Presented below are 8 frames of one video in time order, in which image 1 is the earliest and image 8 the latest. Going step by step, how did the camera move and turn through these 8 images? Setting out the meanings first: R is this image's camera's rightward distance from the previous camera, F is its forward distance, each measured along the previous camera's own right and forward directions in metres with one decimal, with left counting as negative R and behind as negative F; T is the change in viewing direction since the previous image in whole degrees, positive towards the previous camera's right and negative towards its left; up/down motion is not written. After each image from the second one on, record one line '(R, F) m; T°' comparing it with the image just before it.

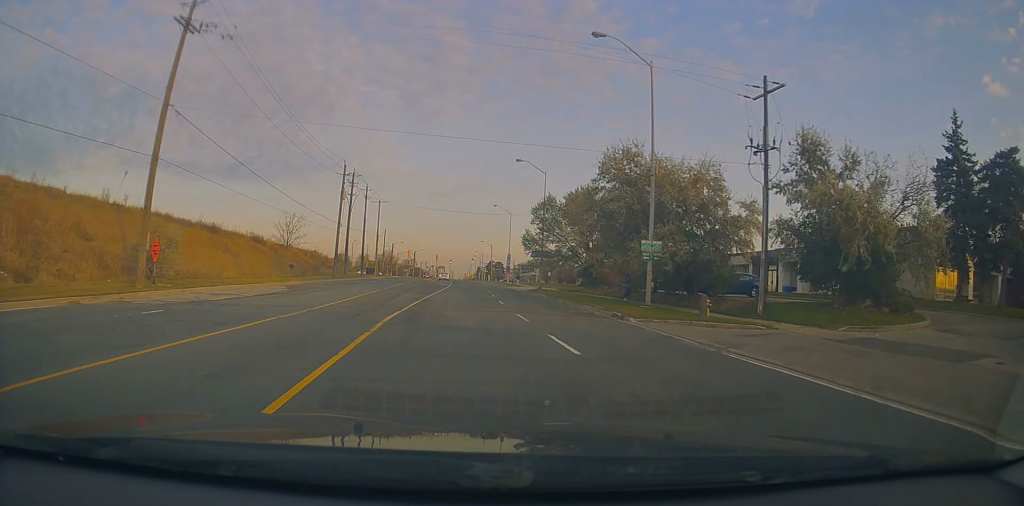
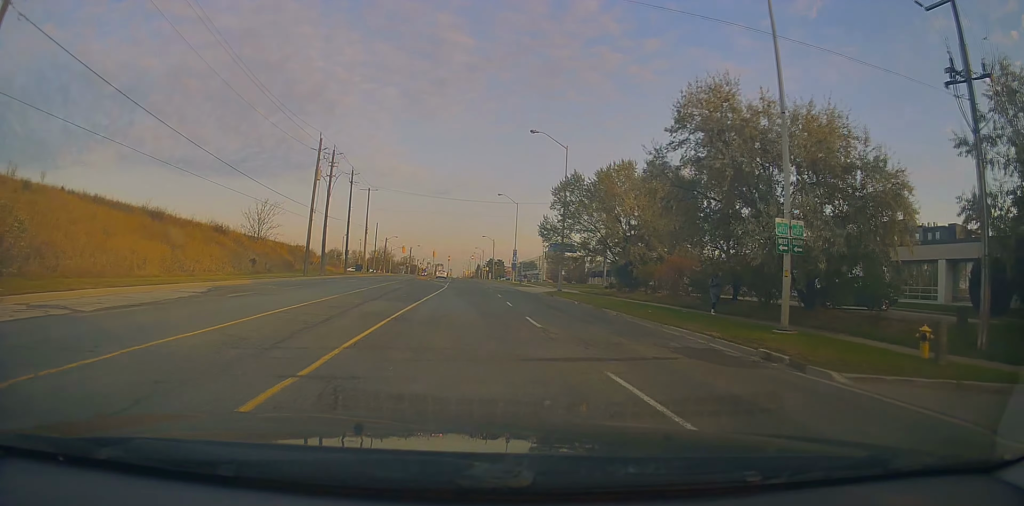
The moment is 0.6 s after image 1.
(-0.2, +11.5) m; 0°
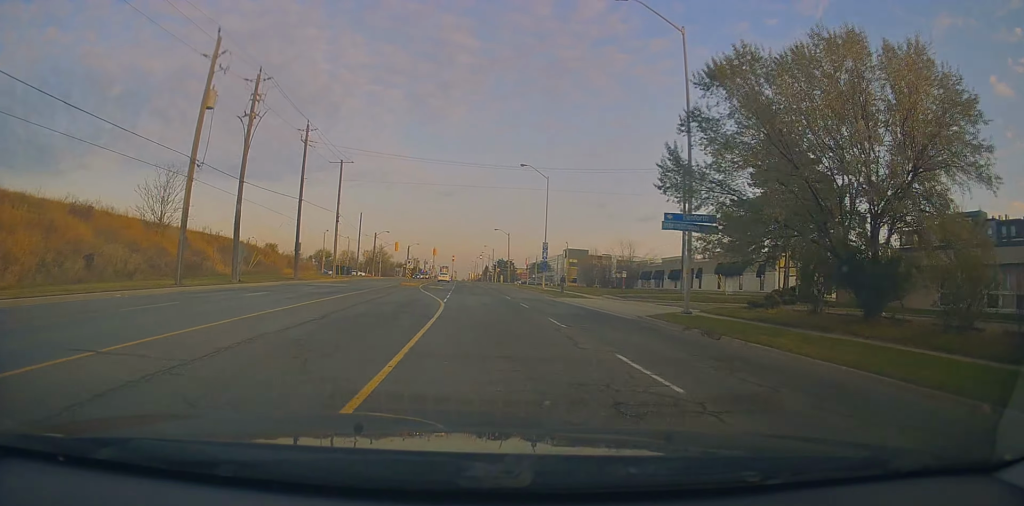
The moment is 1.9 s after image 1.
(+0.1, +24.9) m; +1°
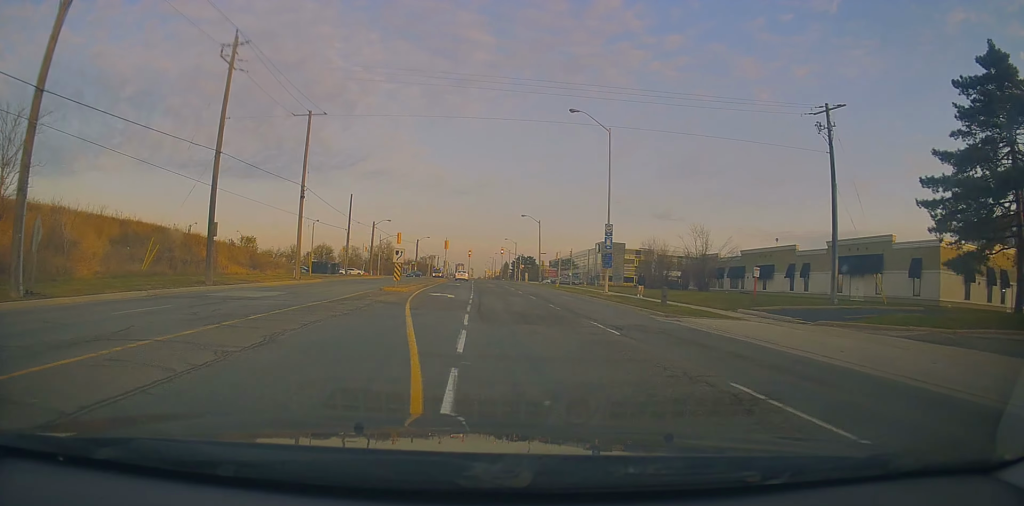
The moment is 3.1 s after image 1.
(-0.1, +20.1) m; -3°
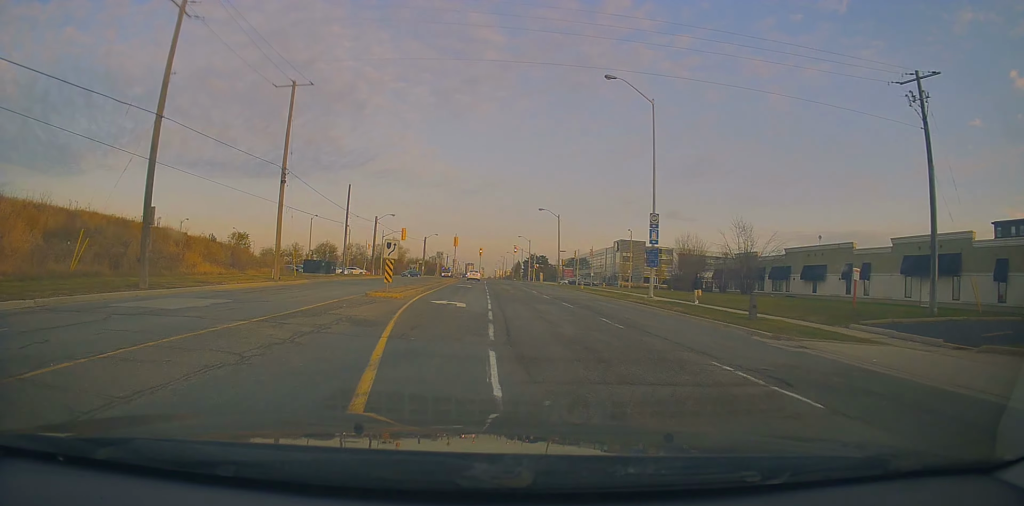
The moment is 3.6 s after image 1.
(-0.4, +7.4) m; -1°
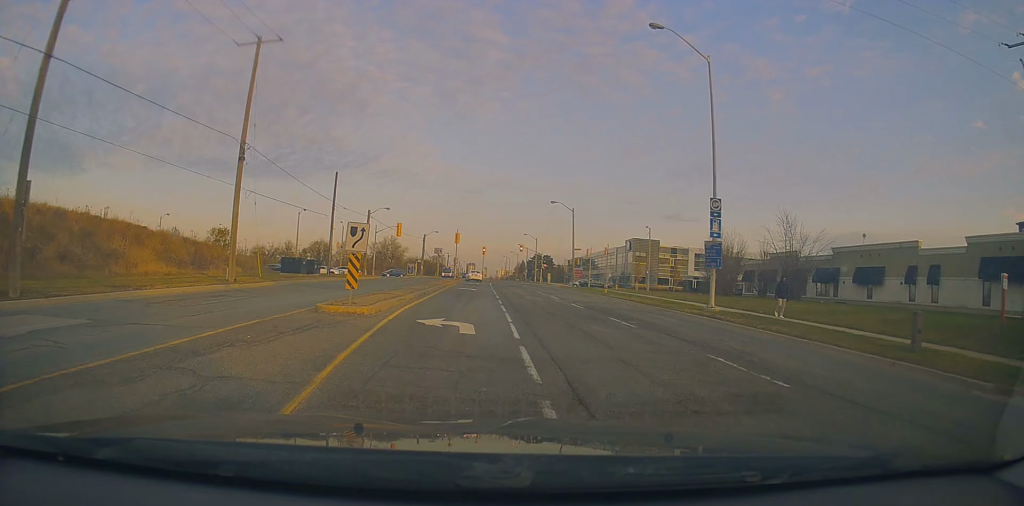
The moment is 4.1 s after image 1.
(-0.1, +8.0) m; -1°
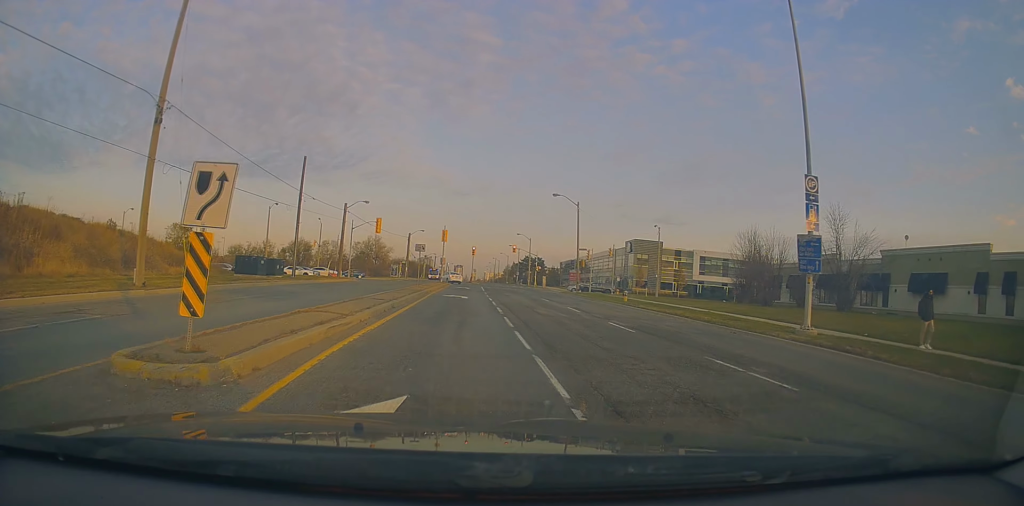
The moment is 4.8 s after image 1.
(0.0, +8.4) m; +1°
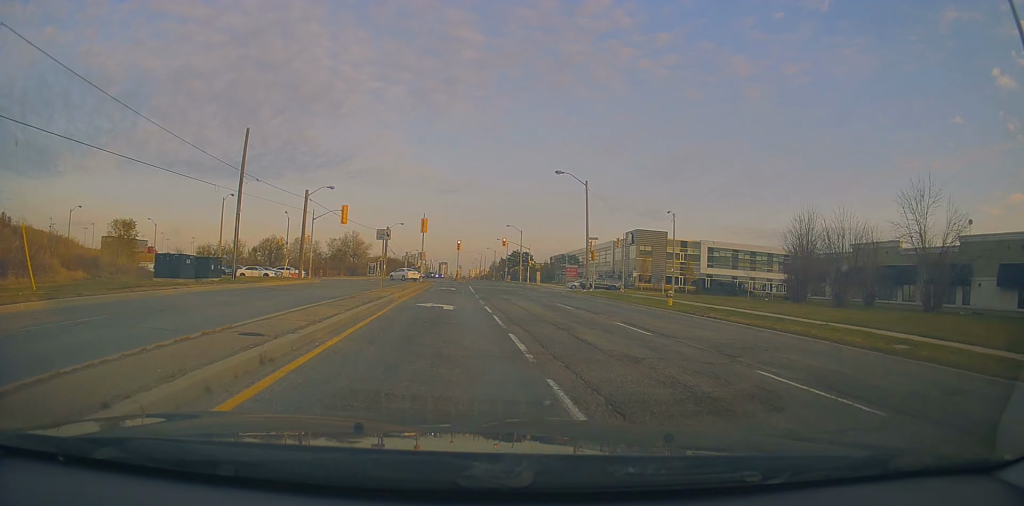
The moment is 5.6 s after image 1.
(+0.1, +10.2) m; +2°
